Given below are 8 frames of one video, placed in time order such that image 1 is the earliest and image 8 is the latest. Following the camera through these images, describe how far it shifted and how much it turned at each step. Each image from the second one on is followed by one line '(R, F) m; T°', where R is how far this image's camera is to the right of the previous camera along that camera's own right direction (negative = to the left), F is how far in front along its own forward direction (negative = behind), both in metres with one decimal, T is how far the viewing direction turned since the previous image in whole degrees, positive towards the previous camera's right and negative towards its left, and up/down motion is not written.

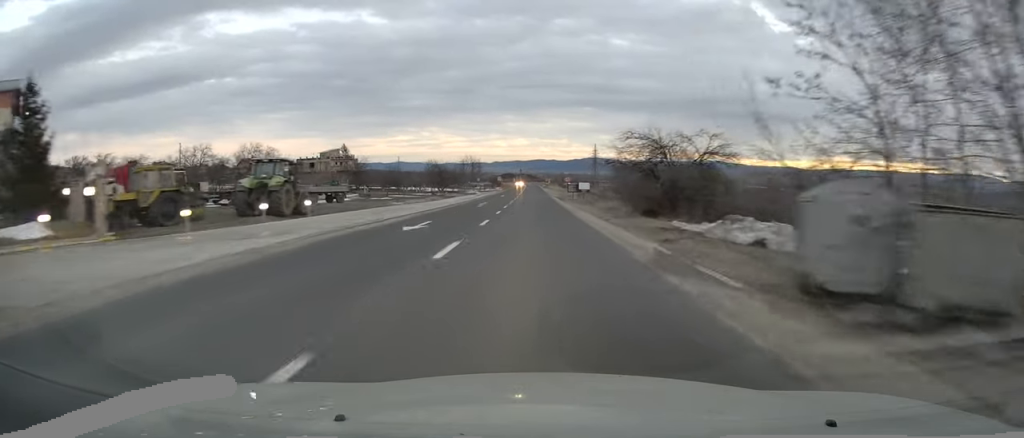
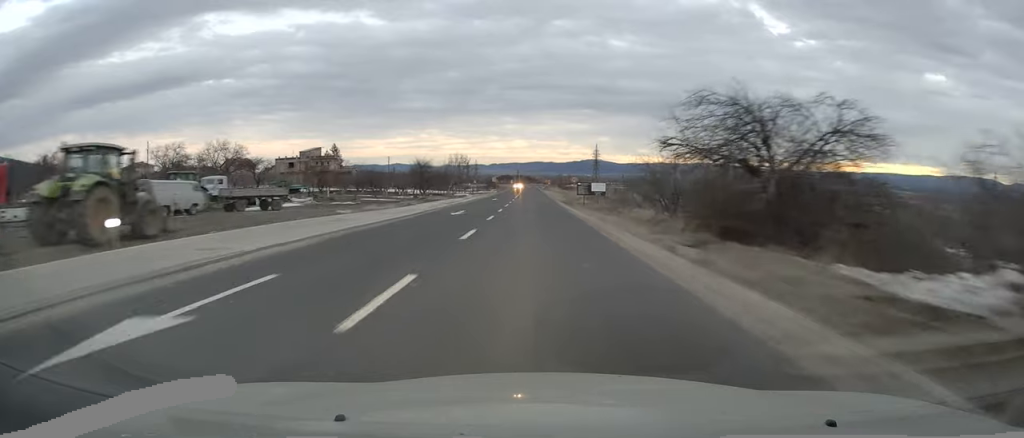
(0.0, +13.7) m; 0°
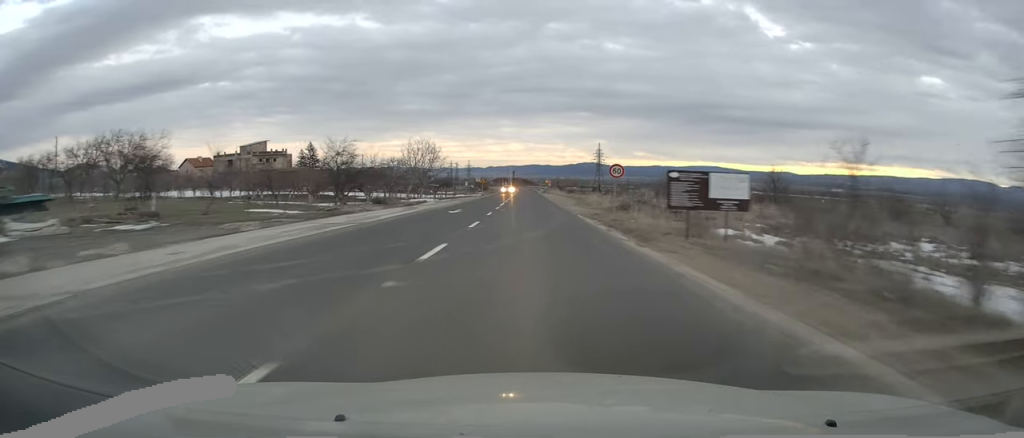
(+0.1, +31.0) m; 0°
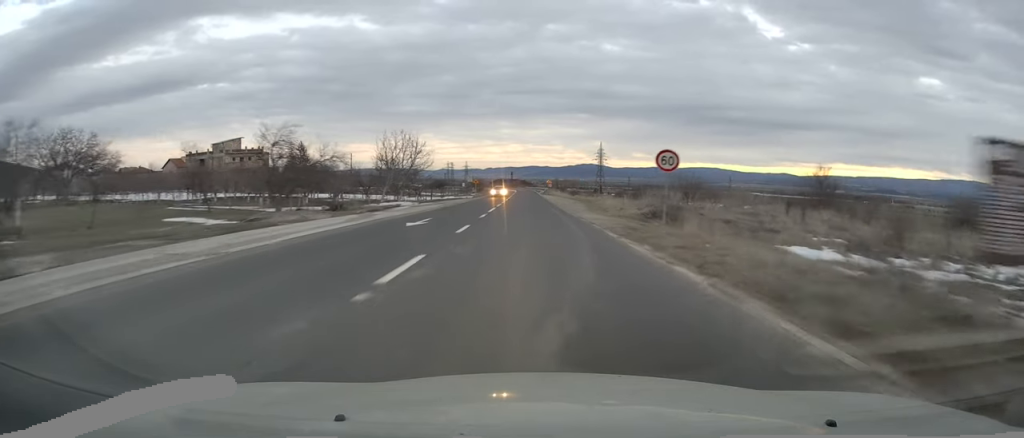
(0.0, +10.9) m; 0°
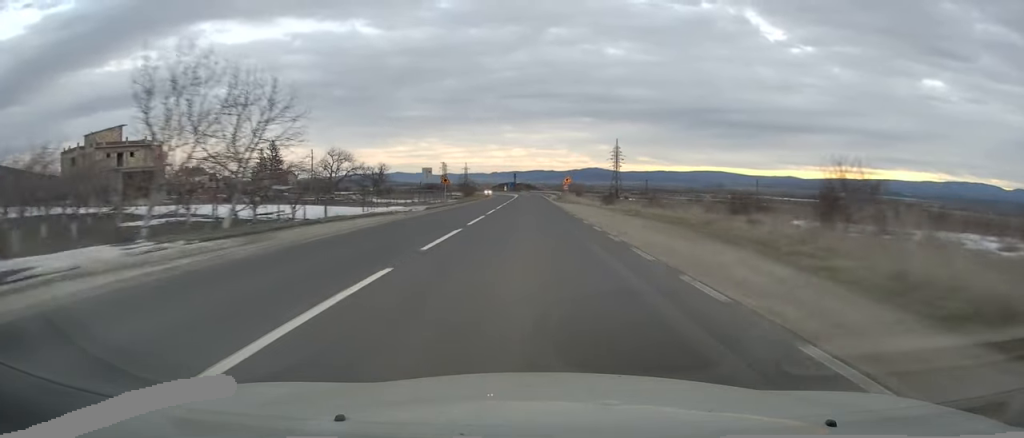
(-0.2, +37.4) m; -1°
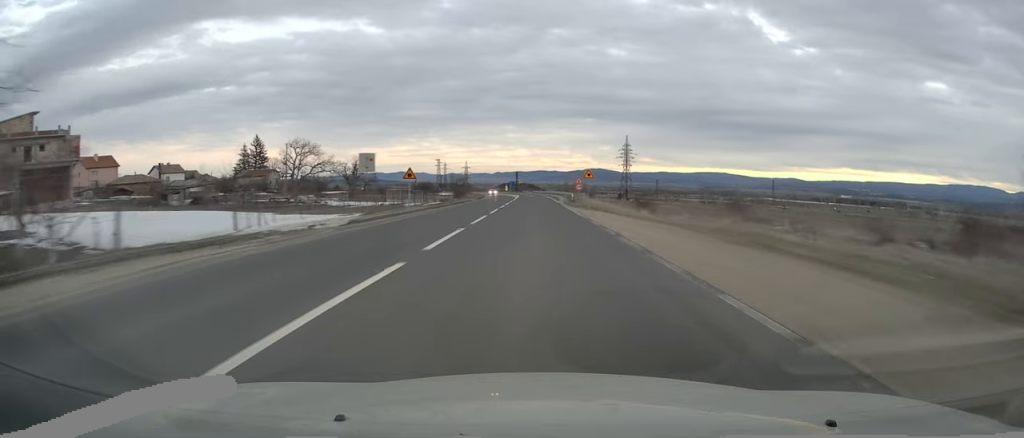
(0.0, +17.6) m; 0°
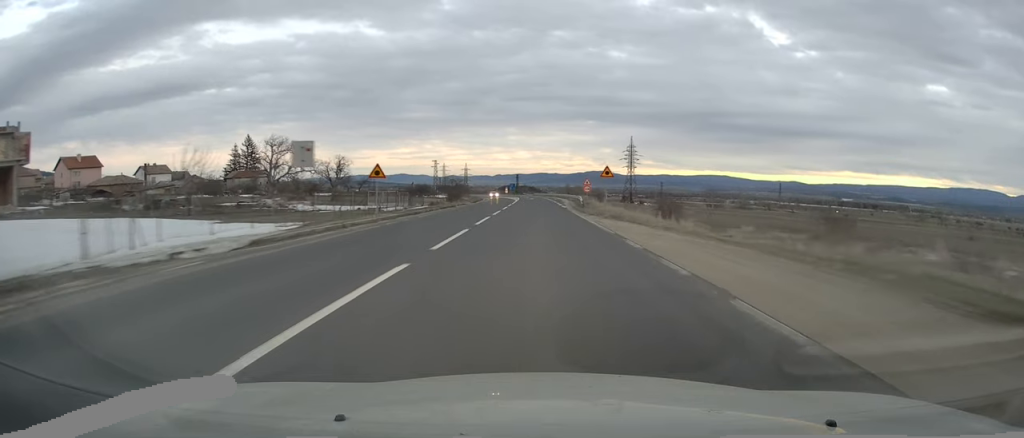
(0.0, +8.2) m; 0°
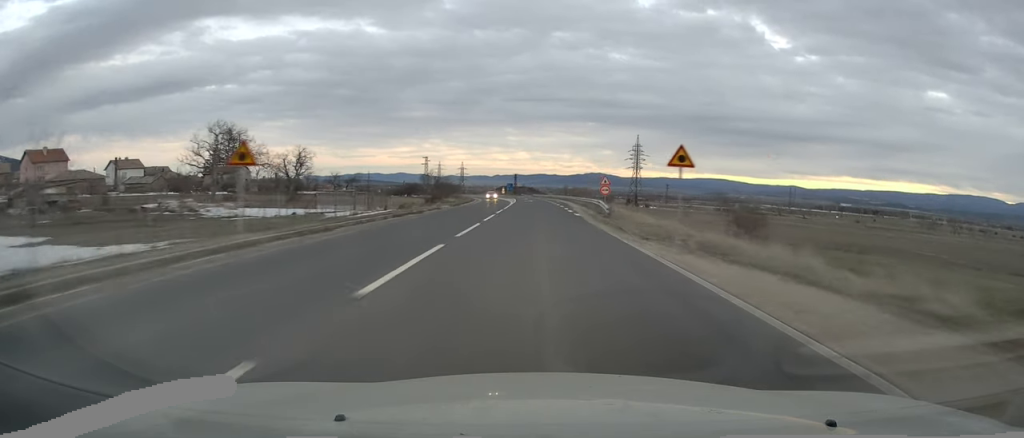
(-0.1, +14.1) m; 0°
